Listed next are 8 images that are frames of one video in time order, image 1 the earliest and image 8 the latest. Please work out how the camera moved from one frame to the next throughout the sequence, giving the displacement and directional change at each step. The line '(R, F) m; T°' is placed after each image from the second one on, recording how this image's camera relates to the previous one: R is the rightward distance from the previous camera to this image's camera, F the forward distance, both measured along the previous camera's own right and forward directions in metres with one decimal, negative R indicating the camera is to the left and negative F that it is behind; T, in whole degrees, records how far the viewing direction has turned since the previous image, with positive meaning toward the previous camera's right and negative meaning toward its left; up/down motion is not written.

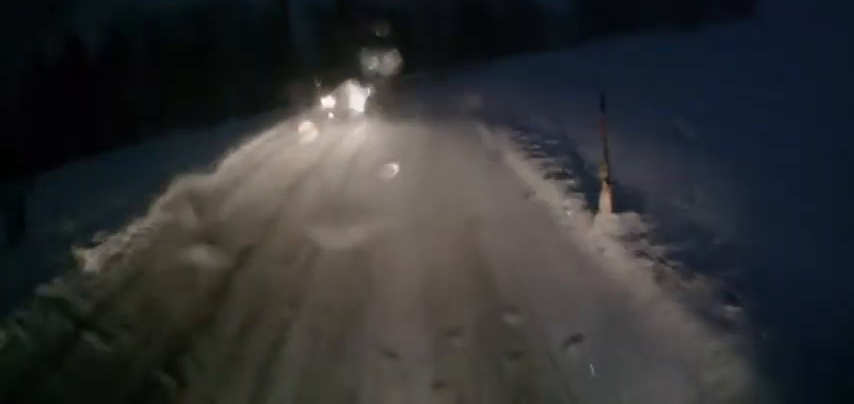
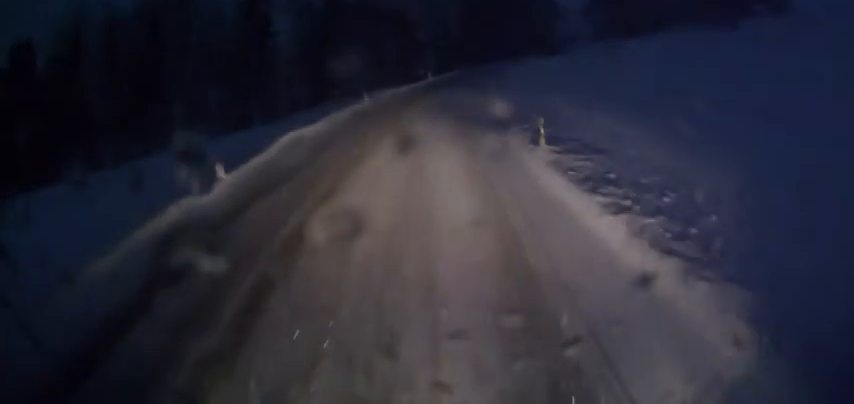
(+0.2, +12.6) m; +4°
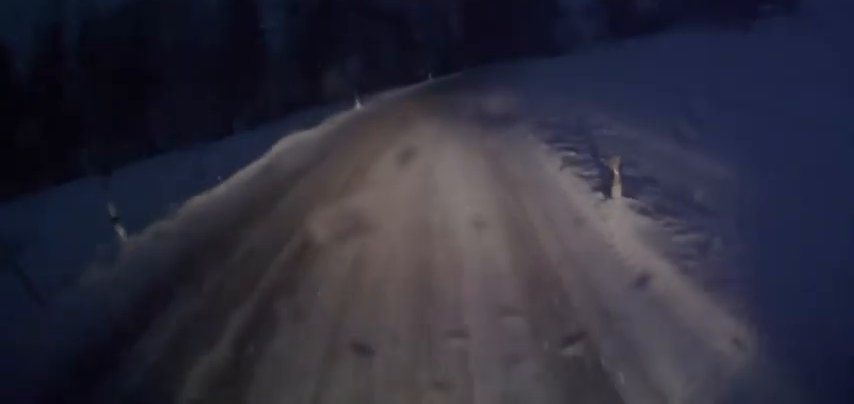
(+0.4, +4.4) m; 0°
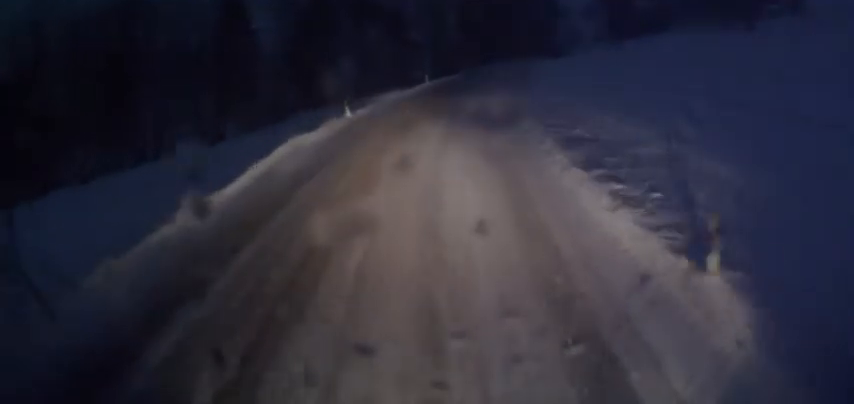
(-0.1, +2.9) m; 0°
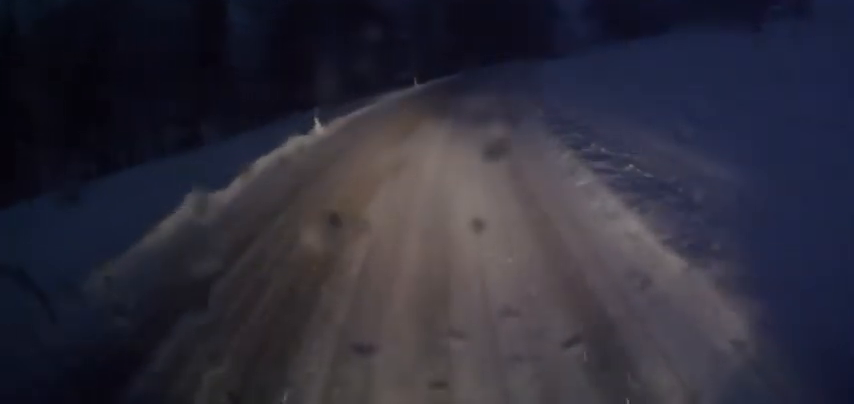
(-0.3, +4.8) m; 0°
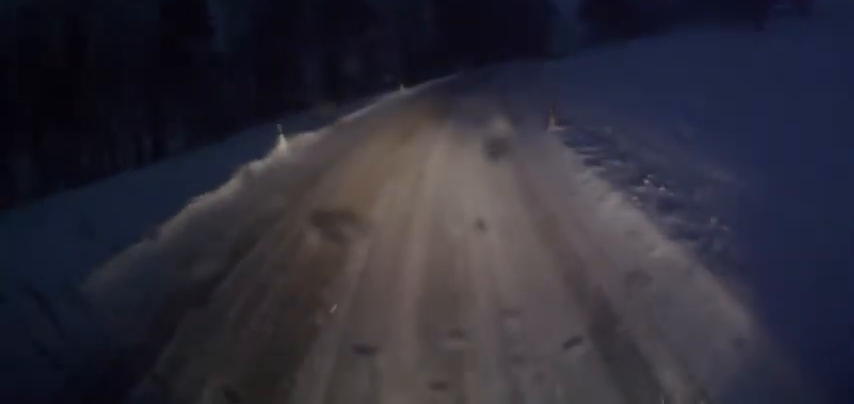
(+0.3, +3.6) m; 0°
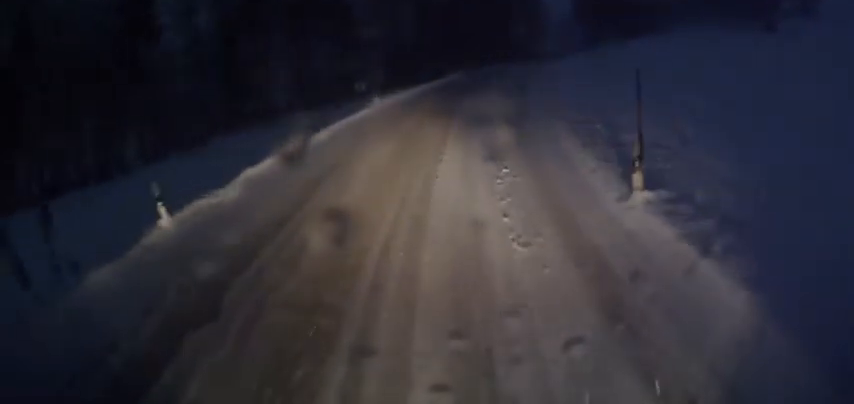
(-0.2, +6.9) m; 0°
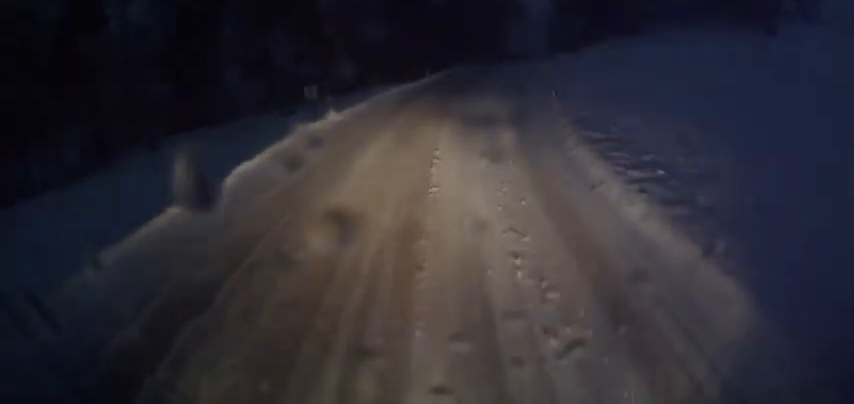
(+0.2, +5.7) m; +4°
